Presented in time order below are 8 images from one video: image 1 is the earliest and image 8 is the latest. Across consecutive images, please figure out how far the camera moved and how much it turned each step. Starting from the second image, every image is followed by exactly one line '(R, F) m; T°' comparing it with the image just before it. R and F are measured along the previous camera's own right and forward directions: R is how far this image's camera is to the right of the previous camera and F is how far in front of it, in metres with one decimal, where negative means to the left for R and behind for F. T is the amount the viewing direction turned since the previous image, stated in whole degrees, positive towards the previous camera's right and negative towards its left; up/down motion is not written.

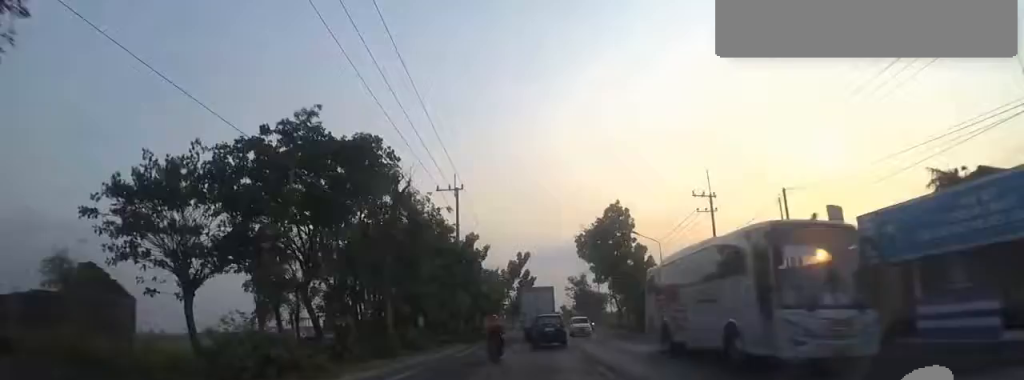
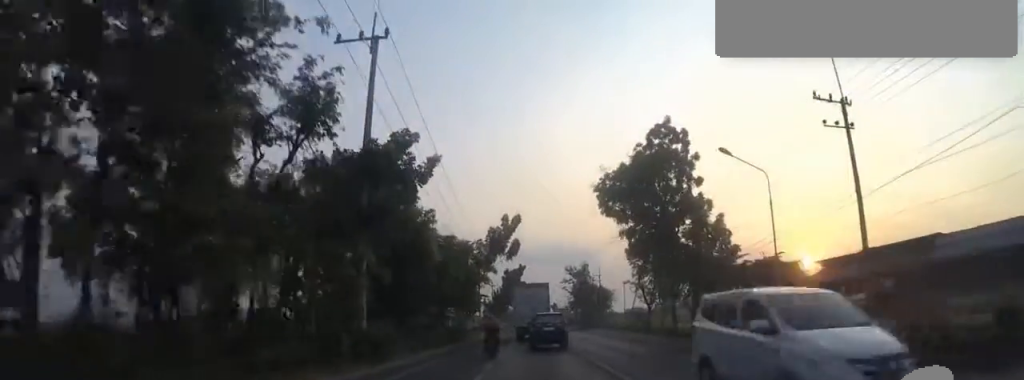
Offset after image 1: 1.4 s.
(0.0, +18.5) m; +2°
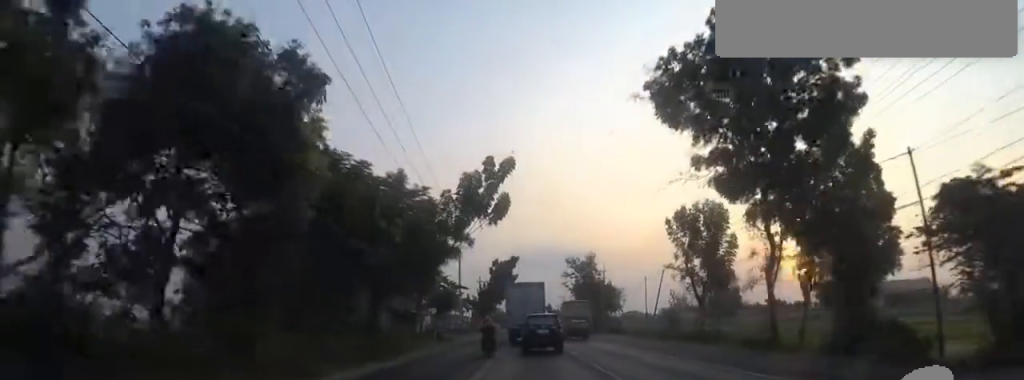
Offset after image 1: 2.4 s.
(+0.6, +13.2) m; +3°
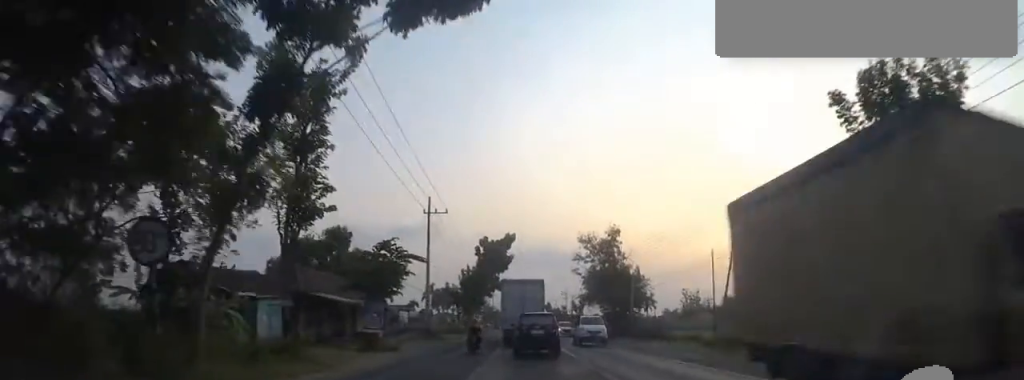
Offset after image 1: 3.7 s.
(0.0, +16.7) m; 0°
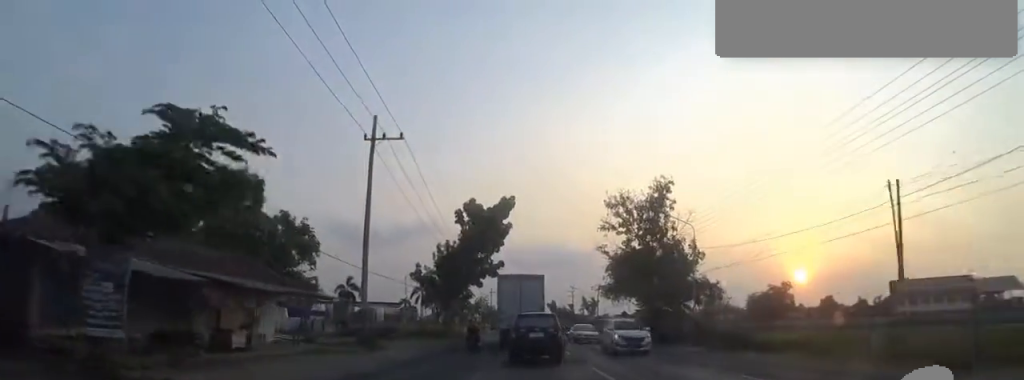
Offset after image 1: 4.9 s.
(0.0, +14.8) m; -2°
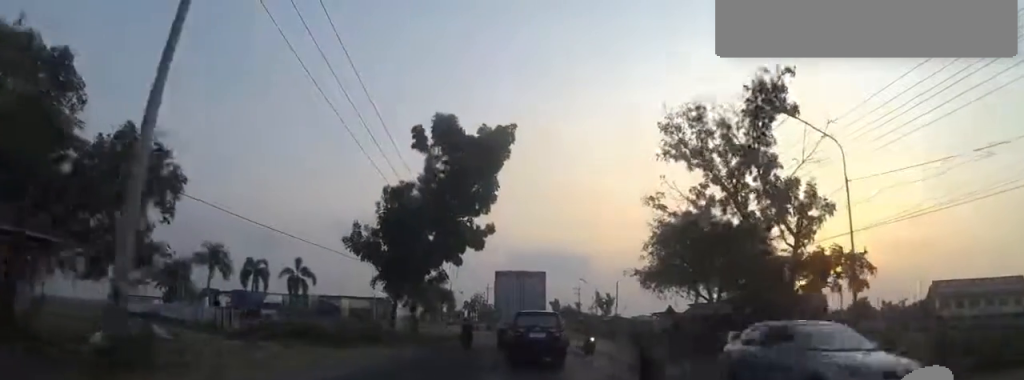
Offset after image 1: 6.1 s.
(-0.3, +13.6) m; 0°
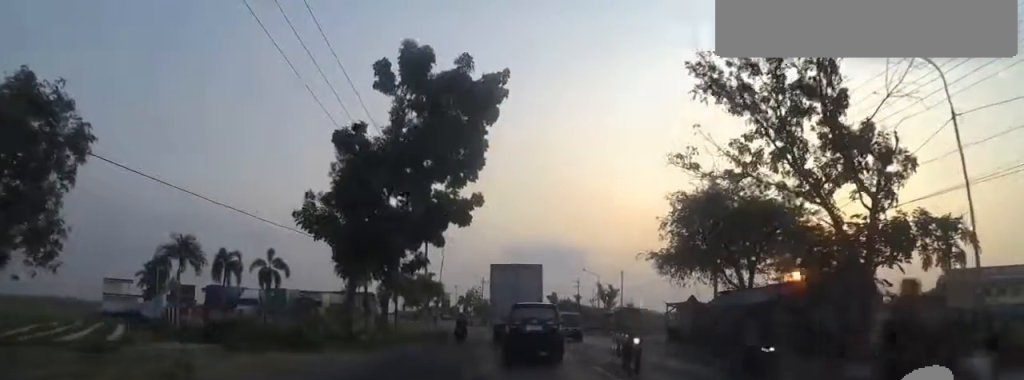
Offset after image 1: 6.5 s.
(+0.3, +4.6) m; 0°
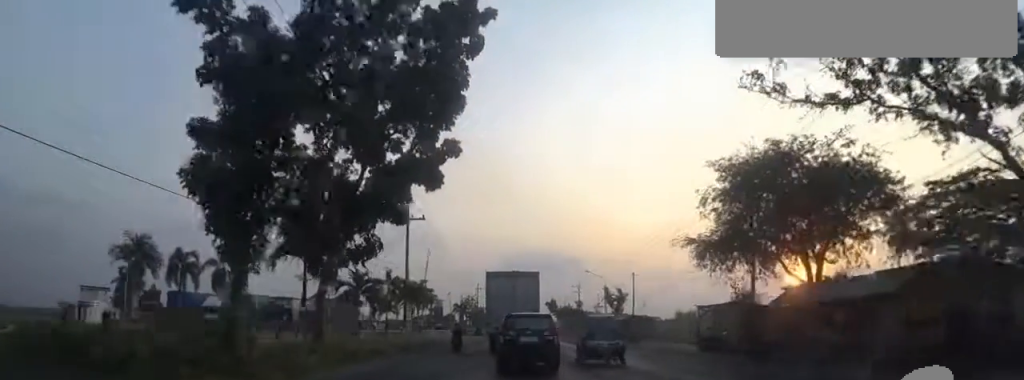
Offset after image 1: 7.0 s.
(-0.1, +6.4) m; 0°
